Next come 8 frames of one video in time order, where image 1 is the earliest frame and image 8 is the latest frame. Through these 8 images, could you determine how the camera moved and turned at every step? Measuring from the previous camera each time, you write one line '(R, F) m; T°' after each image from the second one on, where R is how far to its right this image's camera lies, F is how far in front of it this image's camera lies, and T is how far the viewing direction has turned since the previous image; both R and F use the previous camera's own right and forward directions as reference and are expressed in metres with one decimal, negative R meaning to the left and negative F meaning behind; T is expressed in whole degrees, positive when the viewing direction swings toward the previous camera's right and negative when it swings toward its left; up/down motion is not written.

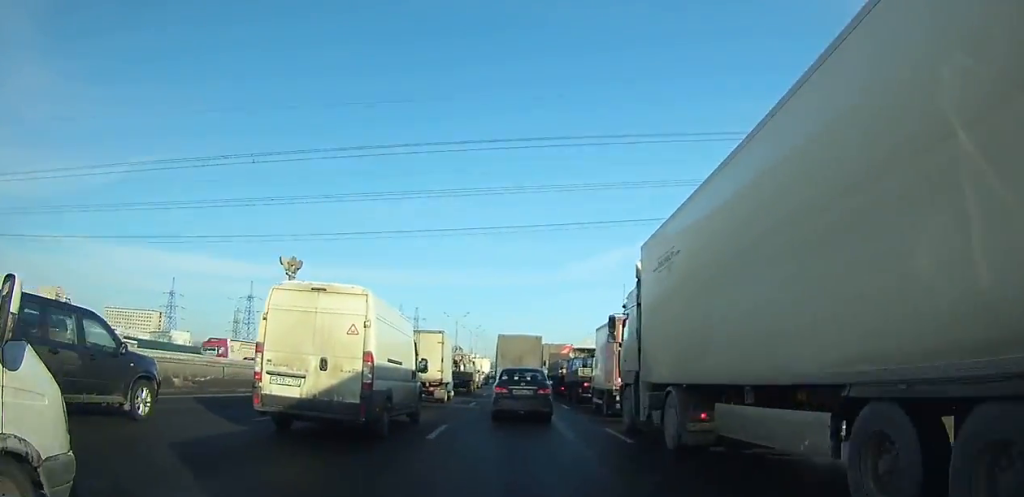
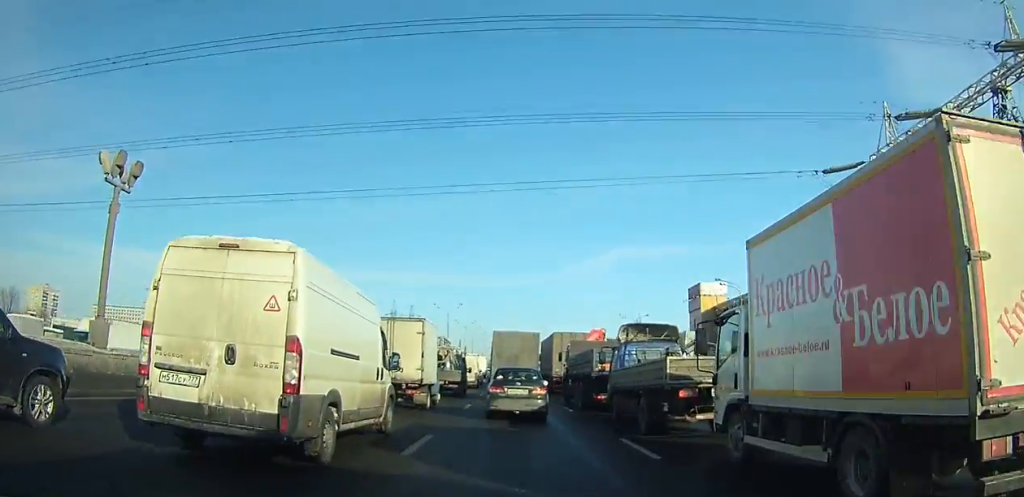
(-0.1, +11.3) m; 0°
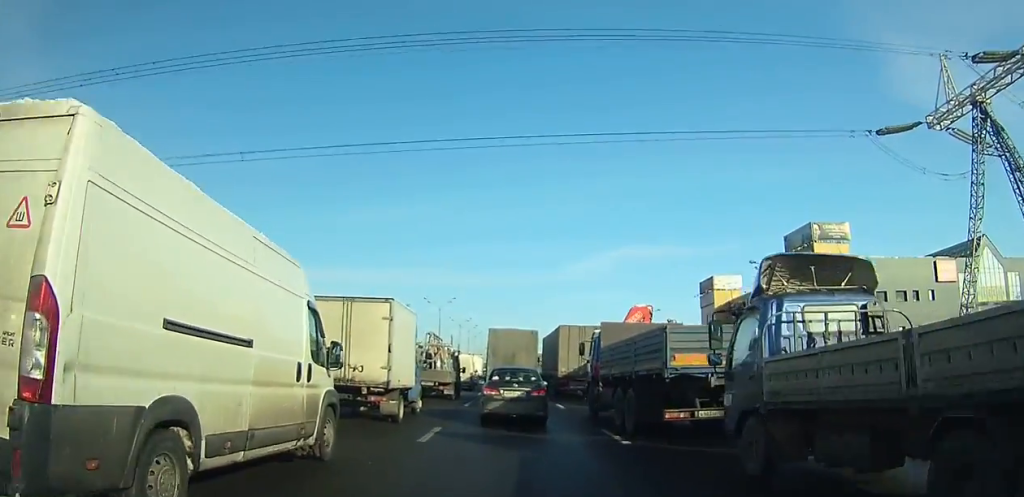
(0.0, +7.5) m; 0°
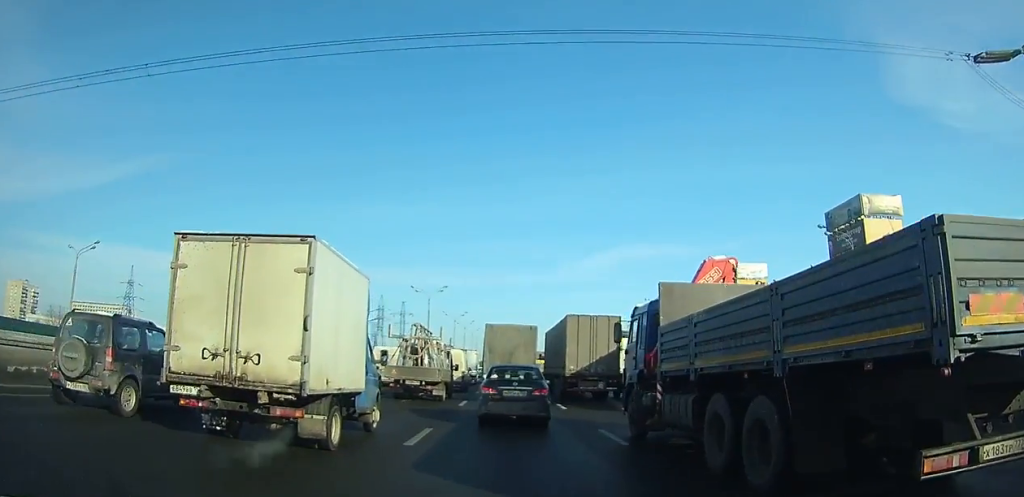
(0.0, +10.0) m; 0°
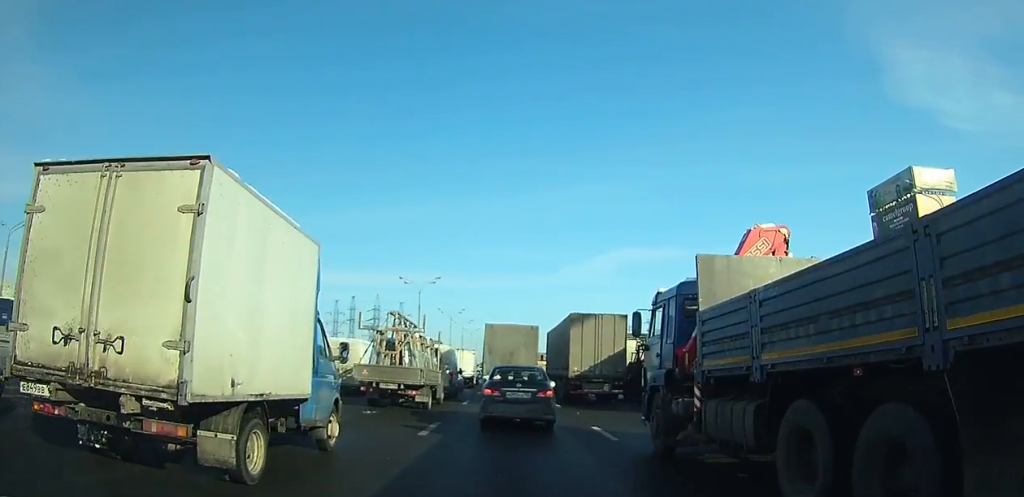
(0.0, +8.5) m; 0°
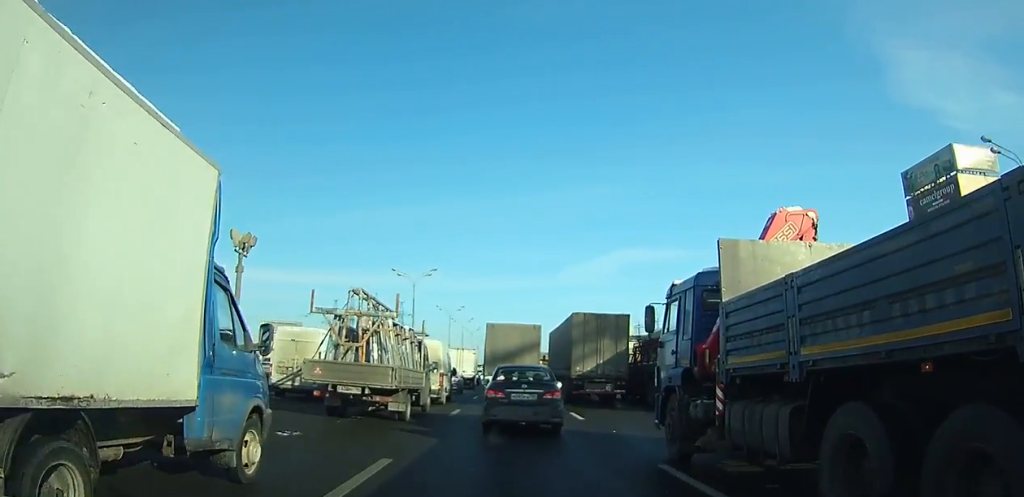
(0.0, +5.5) m; 0°
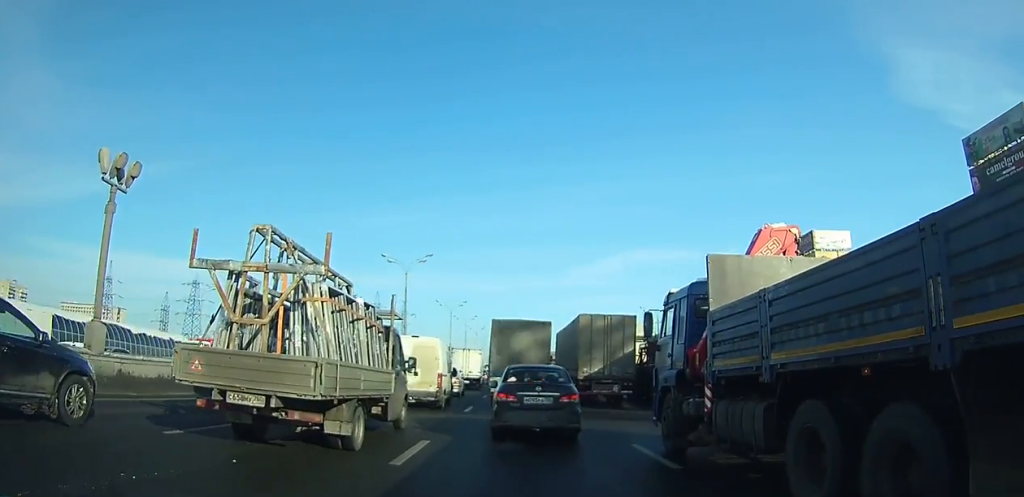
(0.0, +8.5) m; 0°
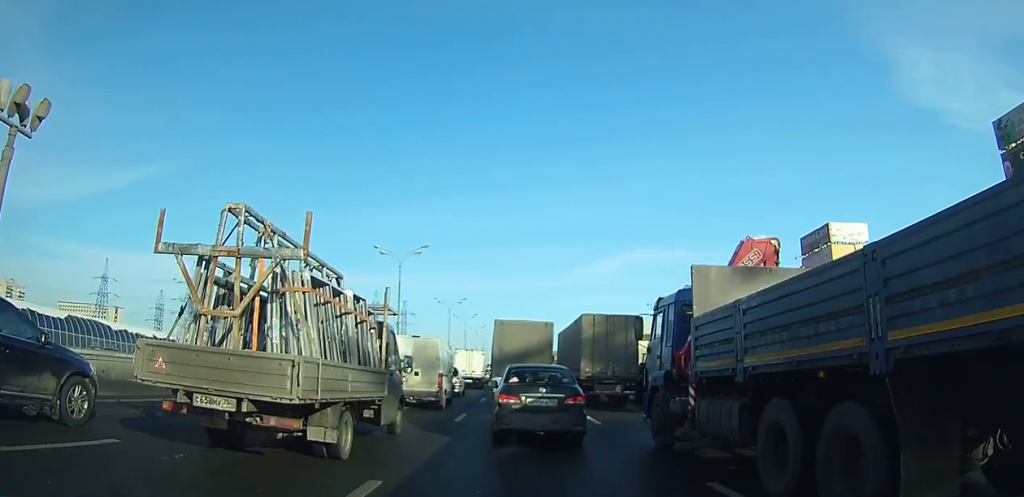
(0.0, +4.5) m; 0°
